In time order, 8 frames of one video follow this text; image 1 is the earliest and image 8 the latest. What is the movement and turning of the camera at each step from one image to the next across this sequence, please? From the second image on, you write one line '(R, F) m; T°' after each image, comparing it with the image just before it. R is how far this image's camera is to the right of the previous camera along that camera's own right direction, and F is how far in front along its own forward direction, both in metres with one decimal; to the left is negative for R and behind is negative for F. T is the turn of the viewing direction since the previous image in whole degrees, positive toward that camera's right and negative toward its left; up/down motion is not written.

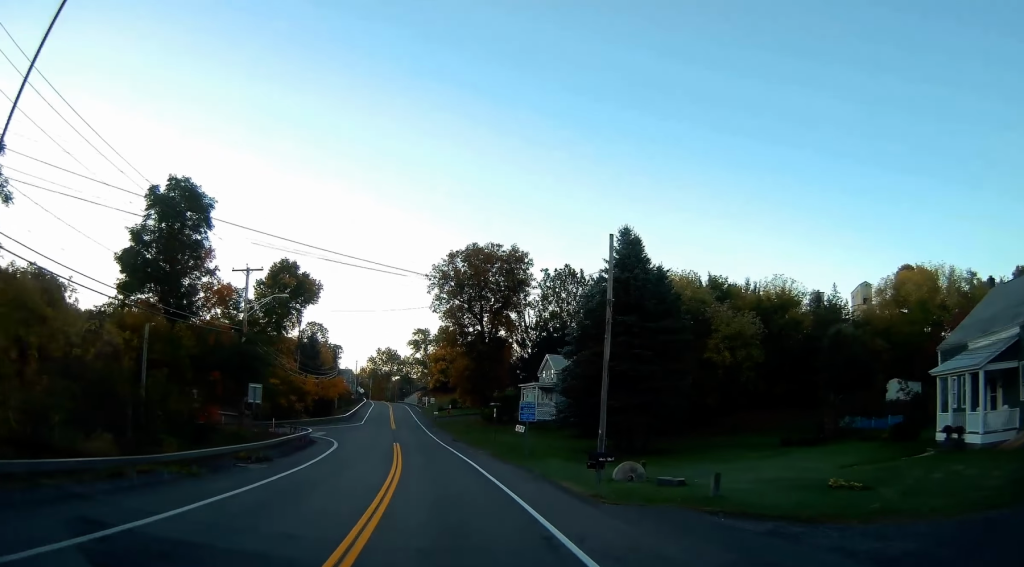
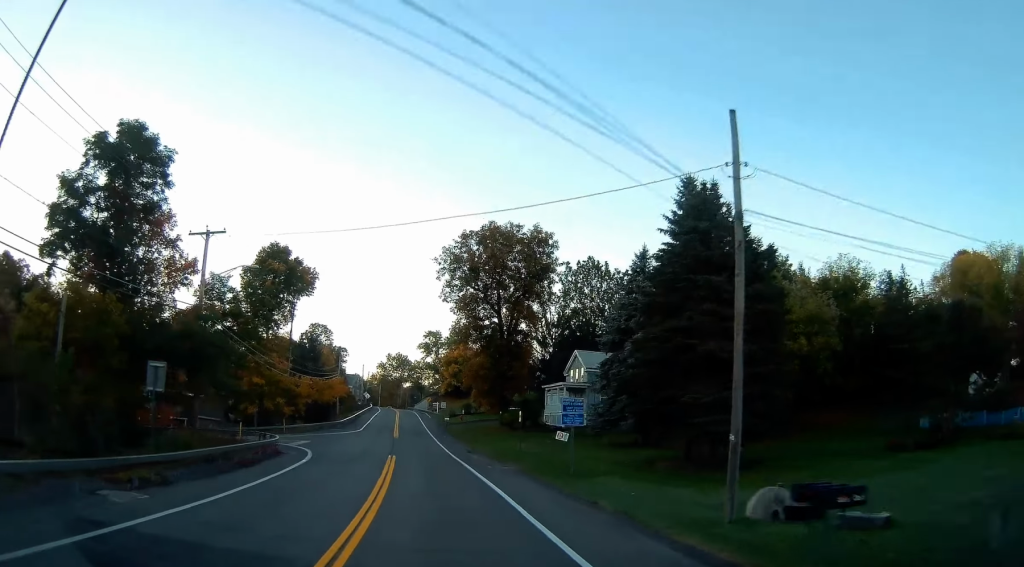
(-0.2, +10.2) m; -1°
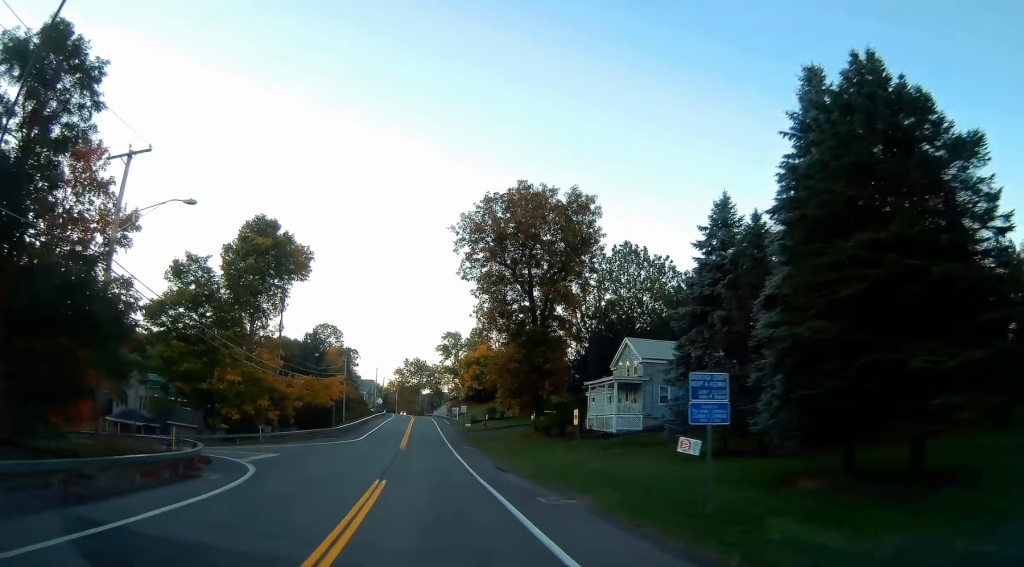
(0.0, +11.8) m; -1°
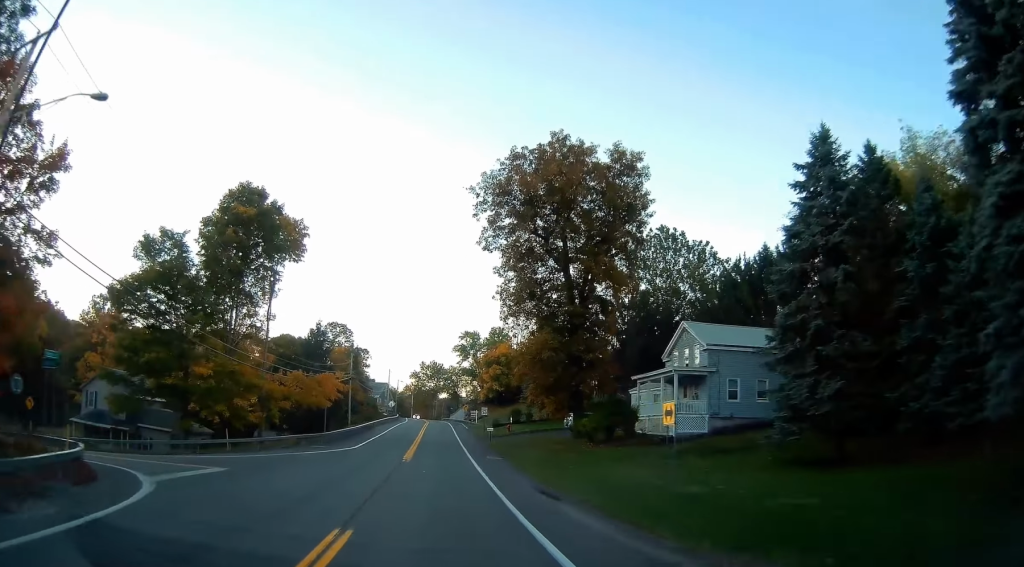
(-0.1, +8.9) m; -2°
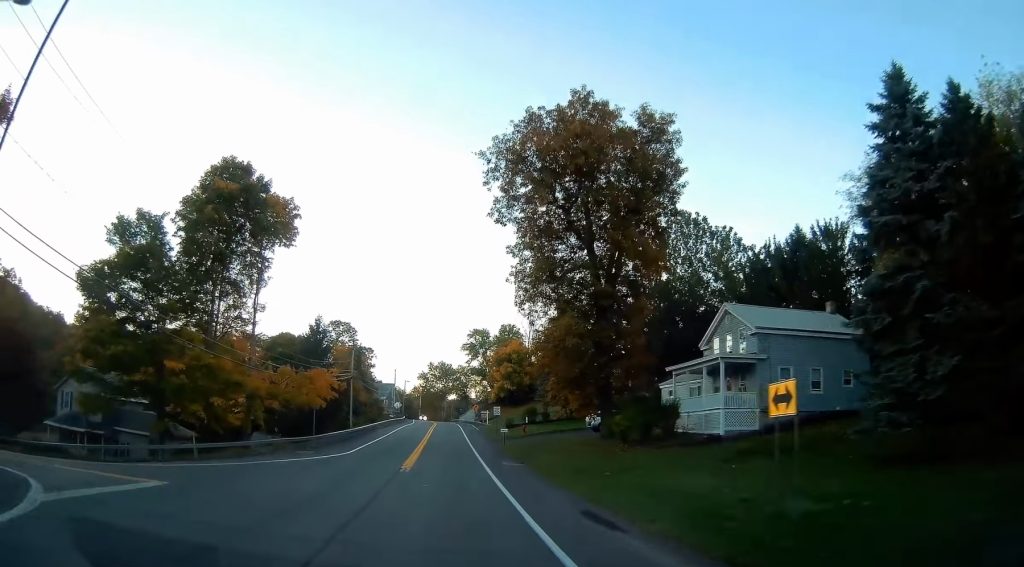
(0.0, +5.5) m; -1°
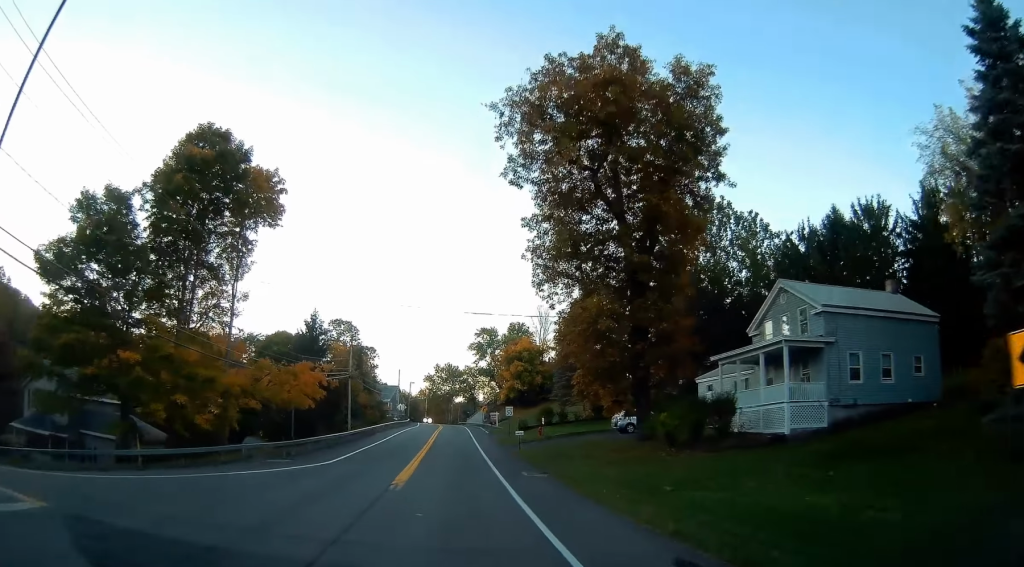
(-0.1, +6.1) m; -1°
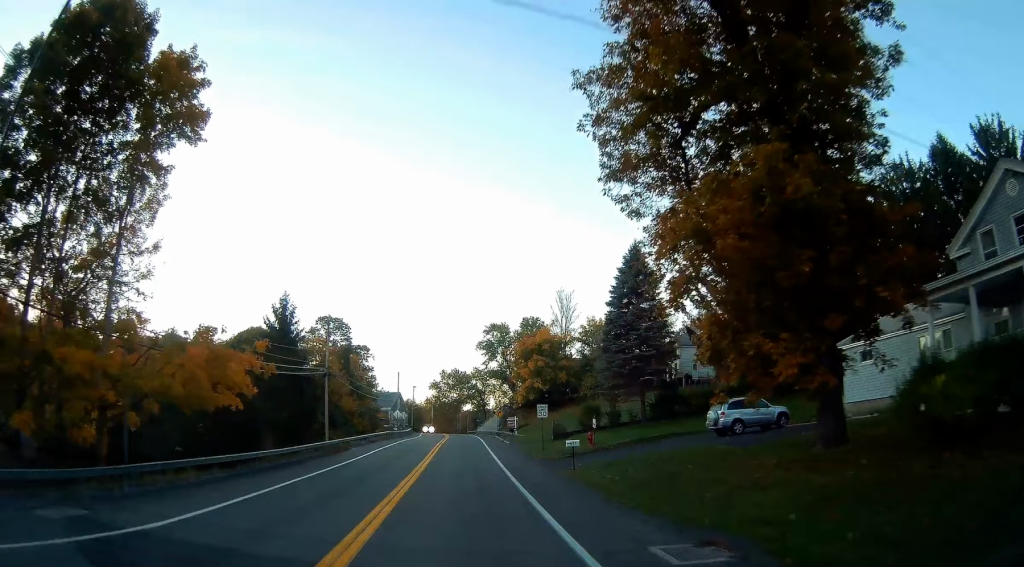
(-0.3, +16.0) m; -1°
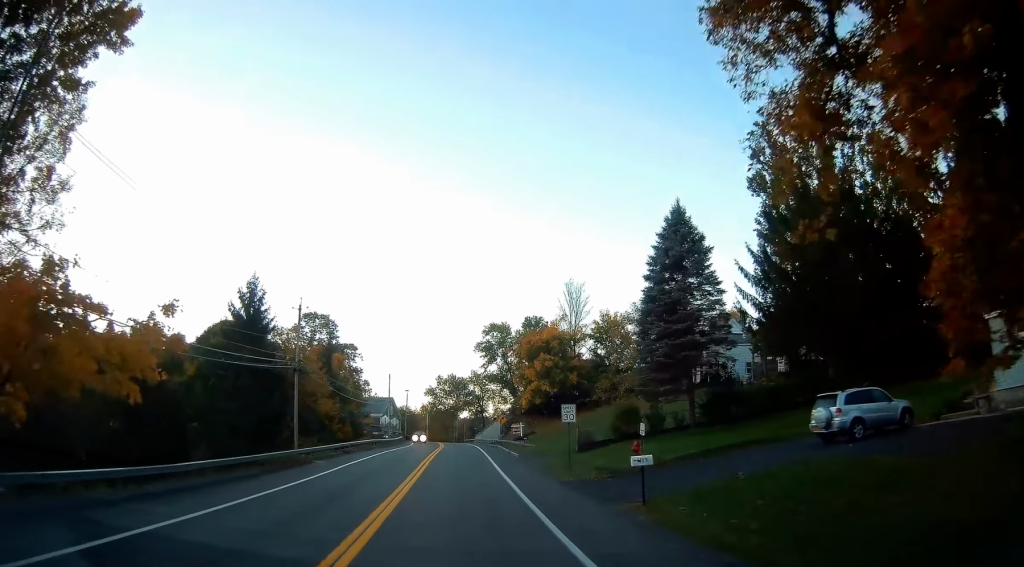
(0.0, +9.7) m; 0°
